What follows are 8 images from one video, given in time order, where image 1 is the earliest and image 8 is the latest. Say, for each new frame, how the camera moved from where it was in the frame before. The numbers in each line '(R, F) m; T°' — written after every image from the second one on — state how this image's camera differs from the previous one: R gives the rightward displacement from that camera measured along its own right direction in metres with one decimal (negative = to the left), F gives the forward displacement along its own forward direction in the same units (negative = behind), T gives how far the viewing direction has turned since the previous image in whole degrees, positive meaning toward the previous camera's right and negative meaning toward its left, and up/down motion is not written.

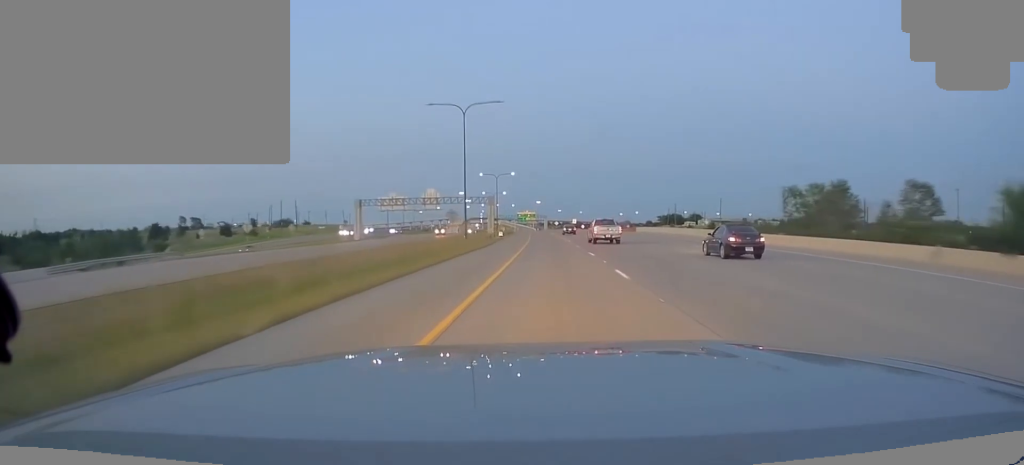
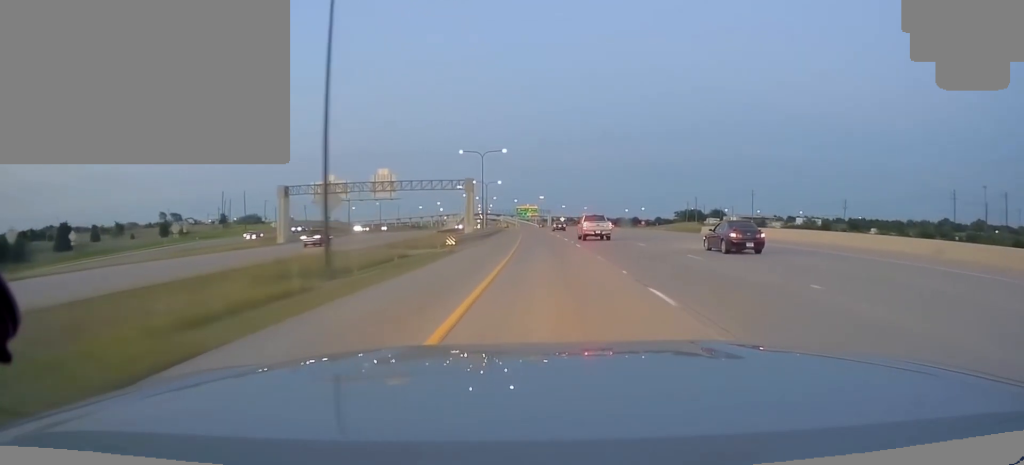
(+0.5, +41.6) m; 0°
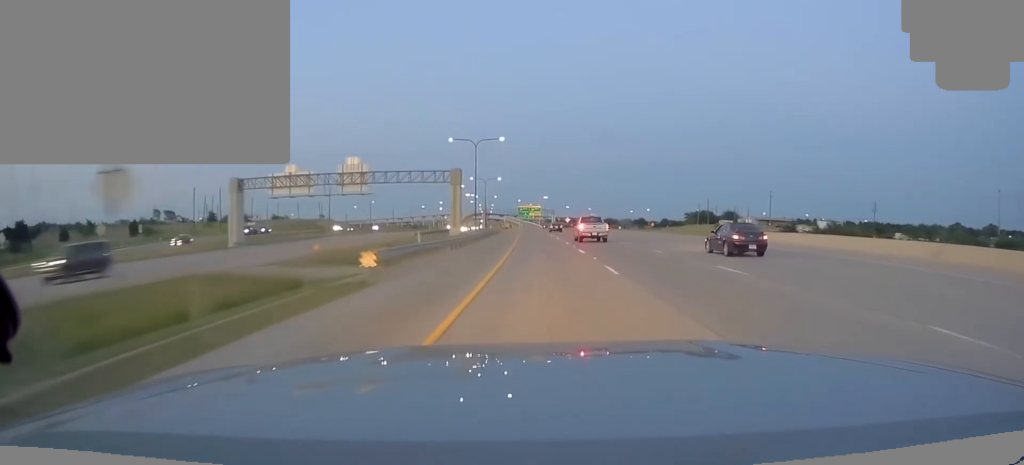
(-0.4, +16.9) m; -1°
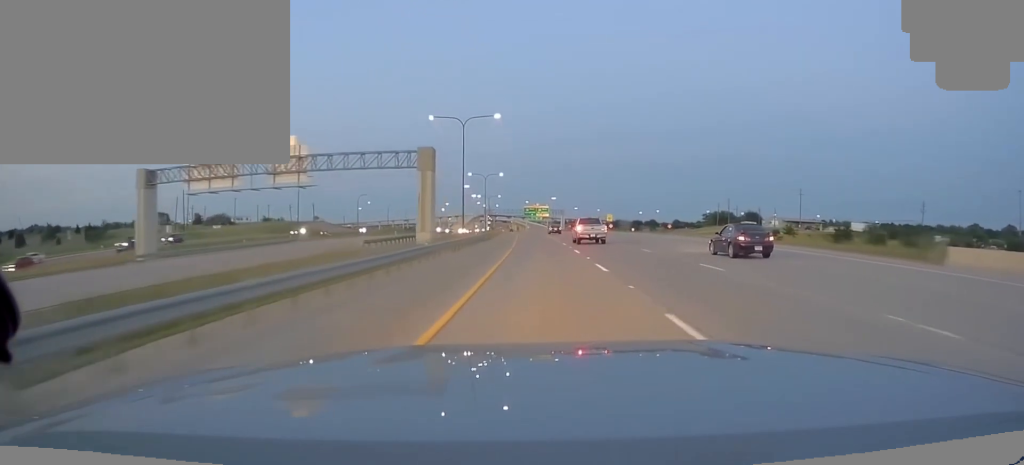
(-0.3, +22.2) m; -1°
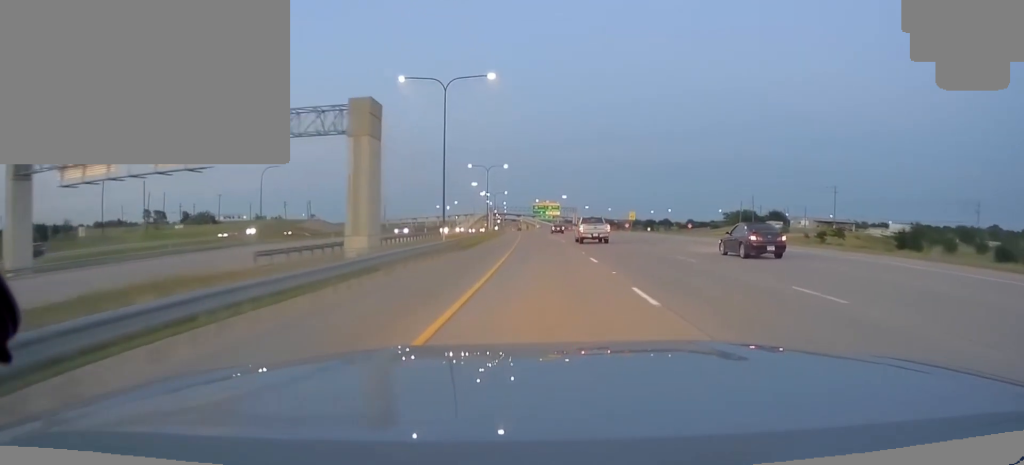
(0.0, +20.6) m; -1°
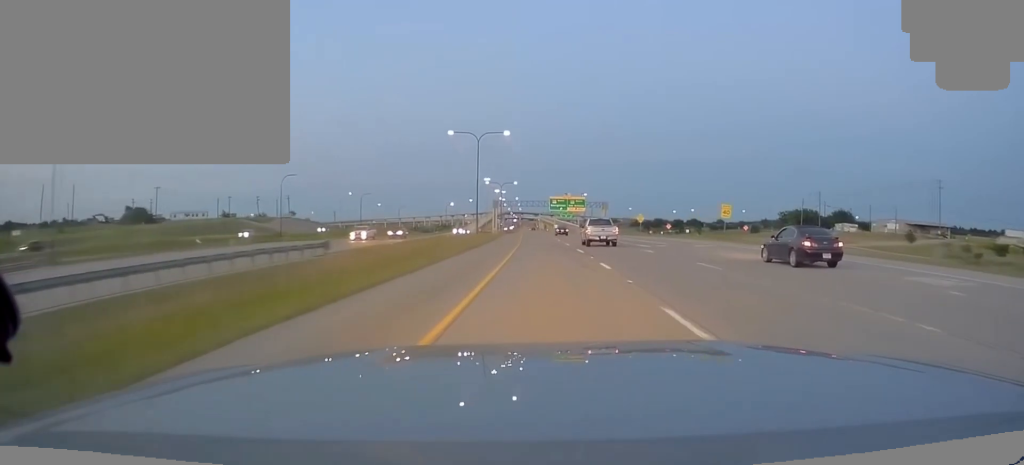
(-0.3, +50.1) m; -1°
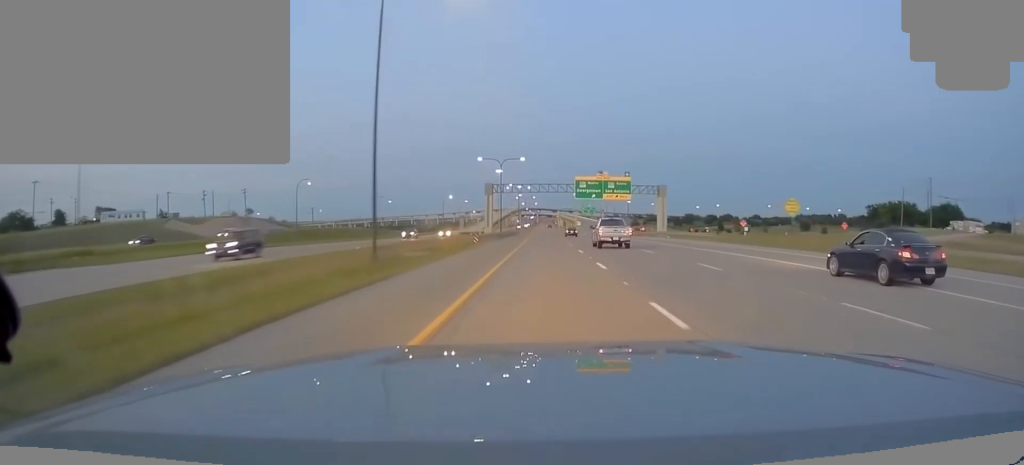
(-1.4, +60.0) m; -3°
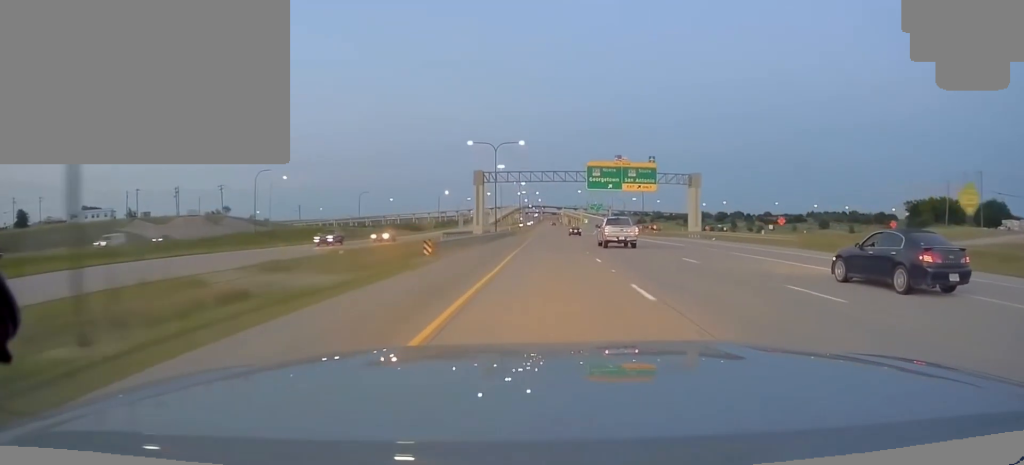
(-0.3, +21.1) m; -1°
